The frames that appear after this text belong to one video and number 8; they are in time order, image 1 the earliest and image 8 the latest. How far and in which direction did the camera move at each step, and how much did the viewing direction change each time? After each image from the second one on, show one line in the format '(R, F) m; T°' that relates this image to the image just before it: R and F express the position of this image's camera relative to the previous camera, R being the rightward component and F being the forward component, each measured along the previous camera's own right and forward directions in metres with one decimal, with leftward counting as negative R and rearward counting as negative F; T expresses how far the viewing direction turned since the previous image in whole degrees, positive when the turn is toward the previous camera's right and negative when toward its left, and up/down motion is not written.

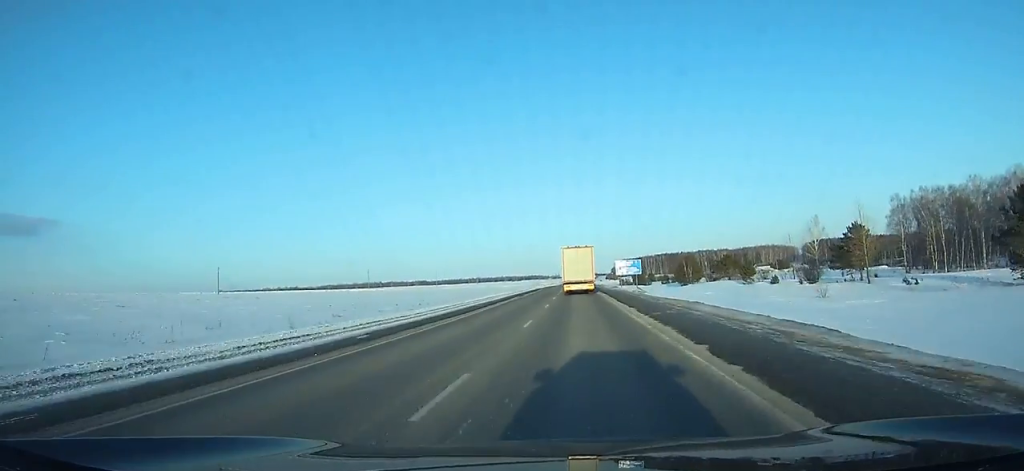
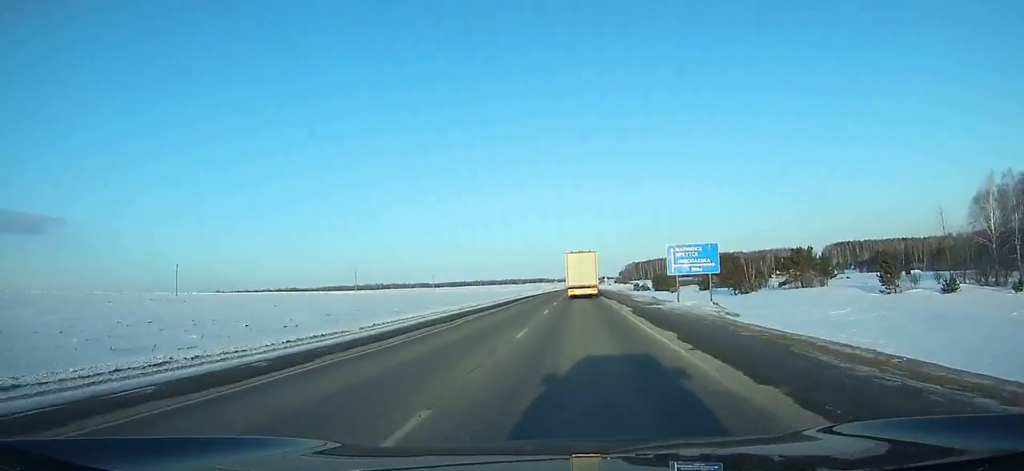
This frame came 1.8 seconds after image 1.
(-0.7, +38.8) m; -1°
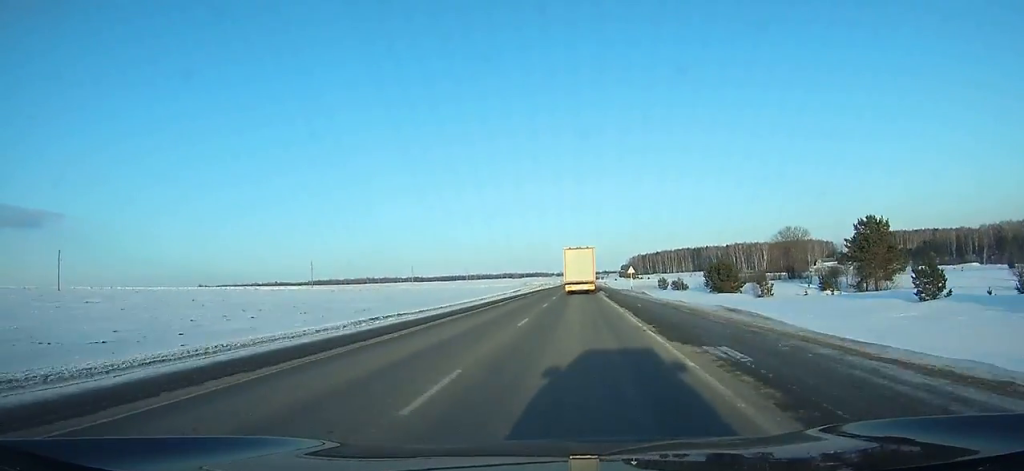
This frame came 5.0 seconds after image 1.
(-0.5, +68.6) m; 0°
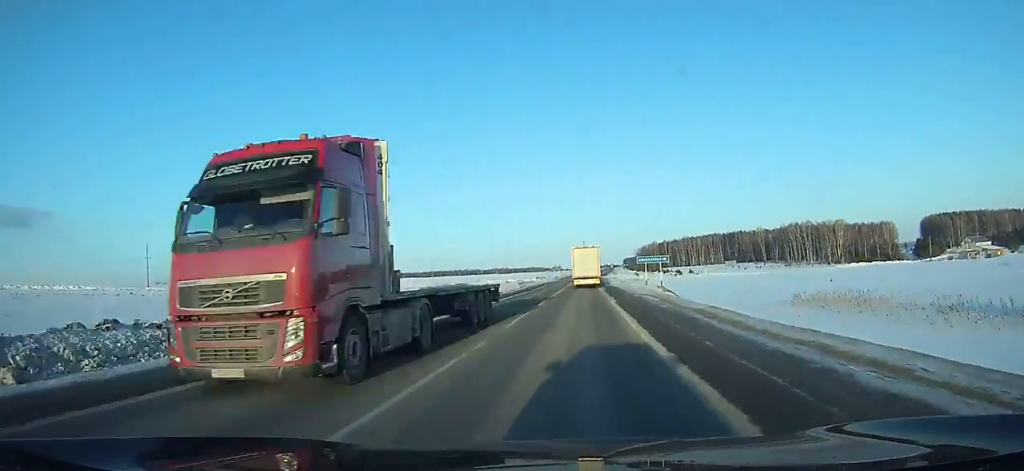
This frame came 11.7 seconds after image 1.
(+1.4, +140.9) m; +1°
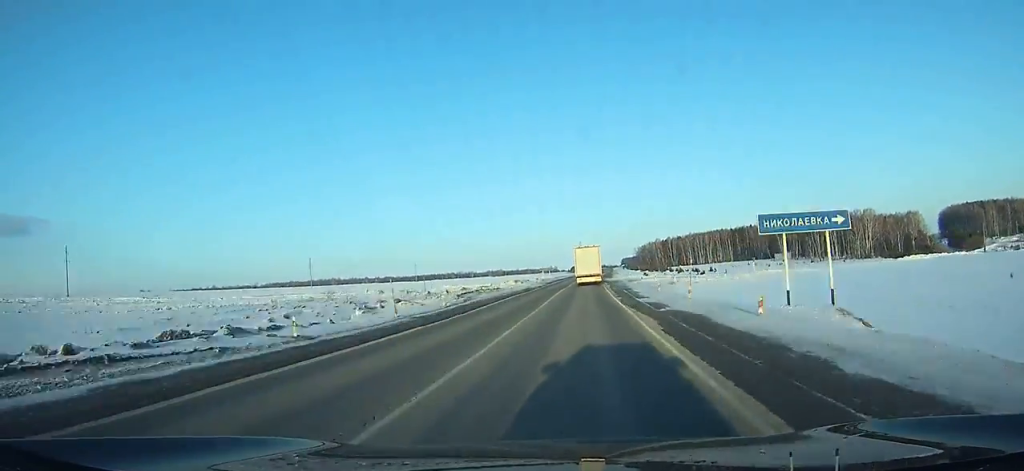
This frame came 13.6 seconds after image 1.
(-0.1, +39.5) m; +1°
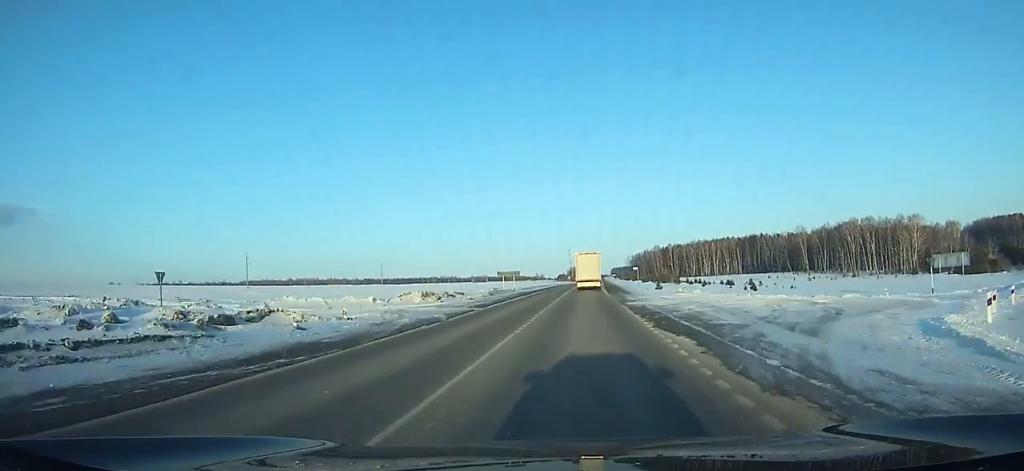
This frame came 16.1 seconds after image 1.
(+0.4, +52.5) m; +1°
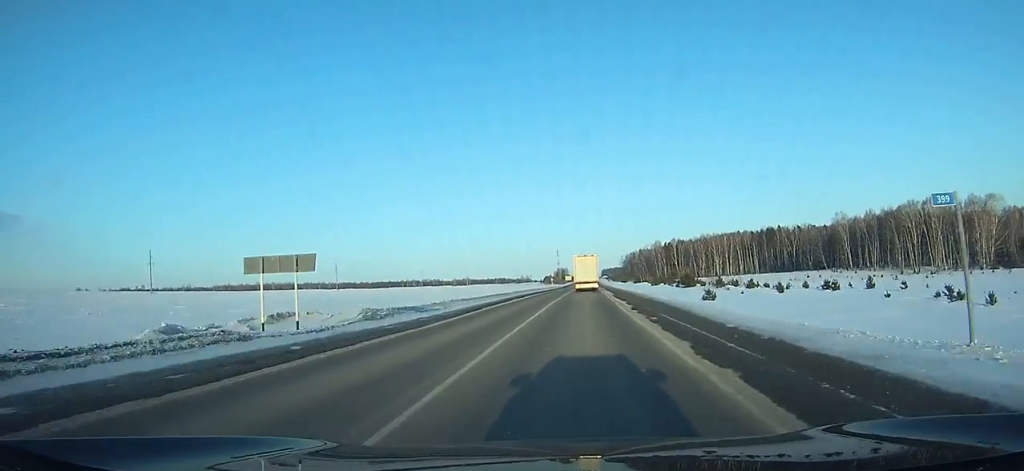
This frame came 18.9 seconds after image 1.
(+0.5, +60.0) m; +1°
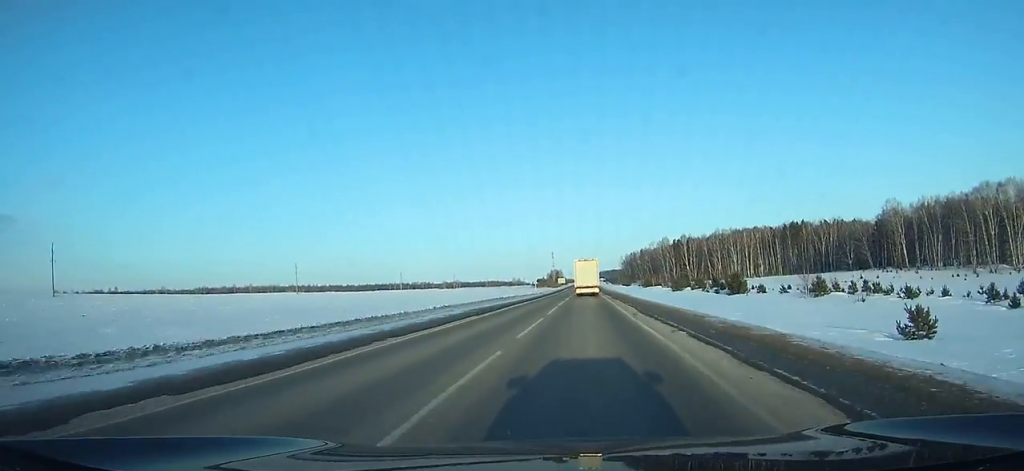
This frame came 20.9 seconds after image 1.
(-0.1, +43.9) m; 0°
